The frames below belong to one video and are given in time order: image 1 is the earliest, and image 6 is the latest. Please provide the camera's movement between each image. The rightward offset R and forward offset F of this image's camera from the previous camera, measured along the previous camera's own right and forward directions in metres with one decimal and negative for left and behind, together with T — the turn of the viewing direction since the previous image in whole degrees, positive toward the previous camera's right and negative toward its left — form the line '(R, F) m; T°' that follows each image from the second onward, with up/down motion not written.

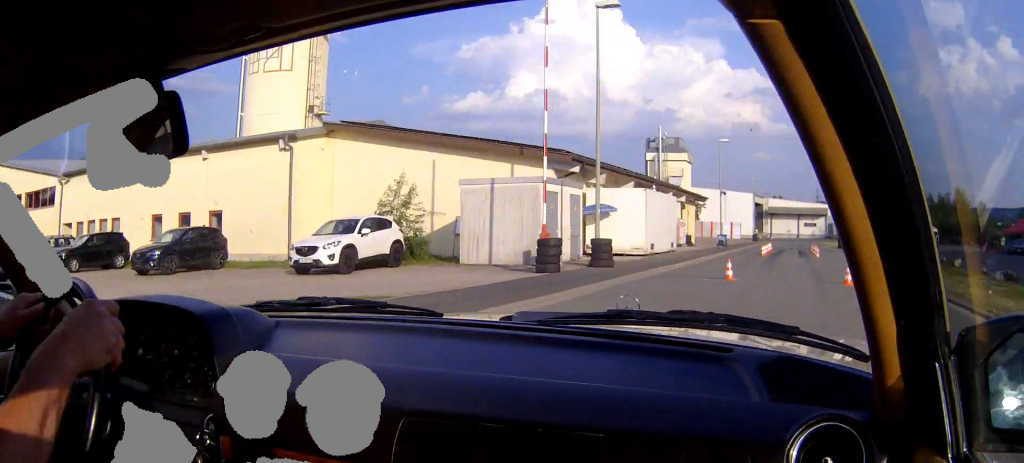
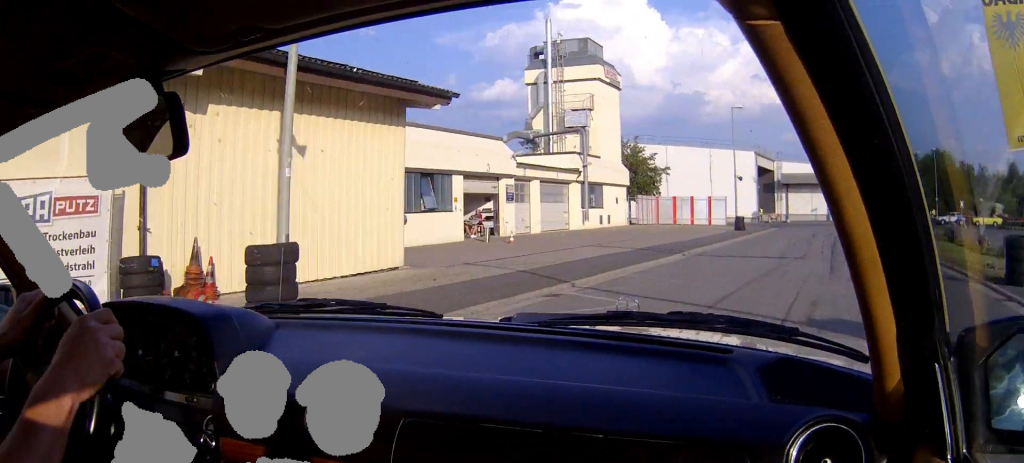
(-0.6, +47.0) m; -1°
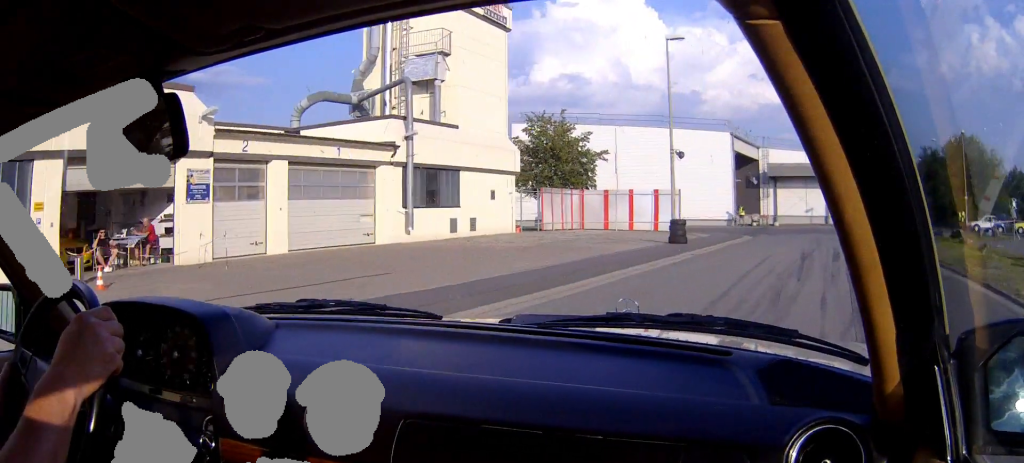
(0.0, +19.1) m; 0°
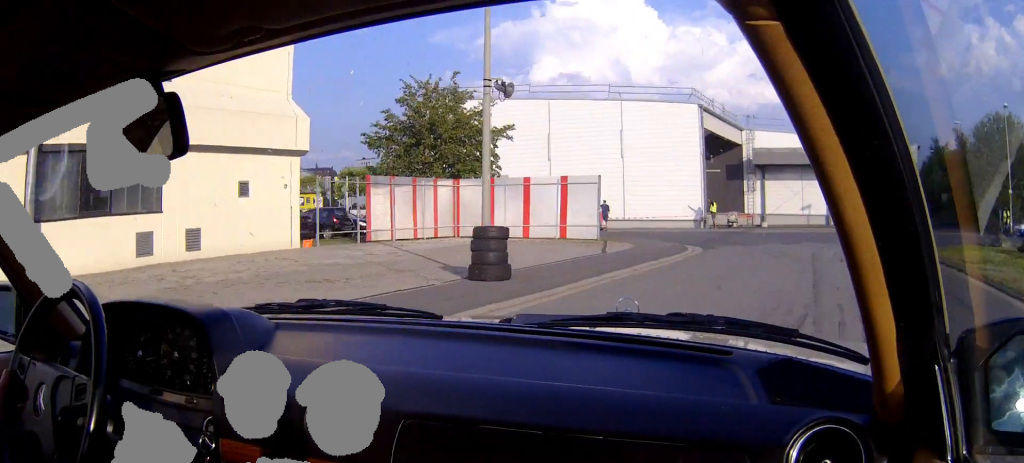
(0.0, +16.1) m; 0°
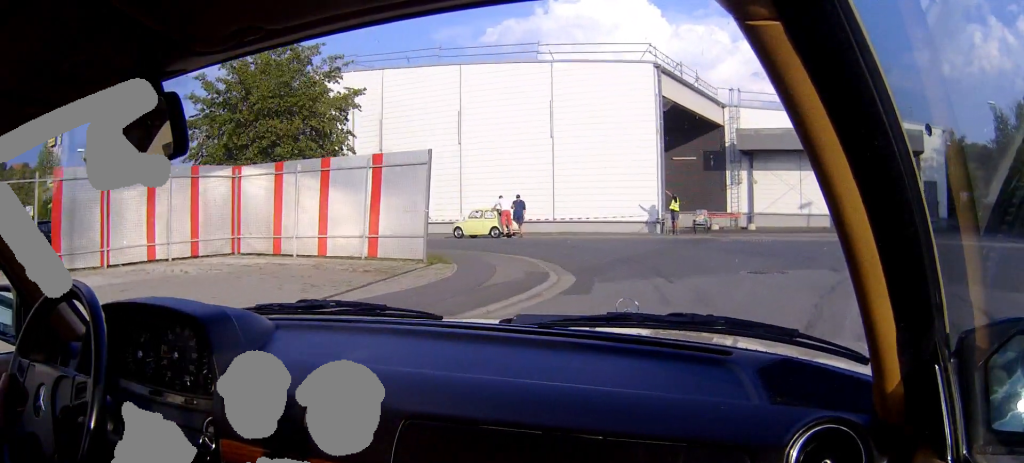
(0.0, +13.2) m; 0°
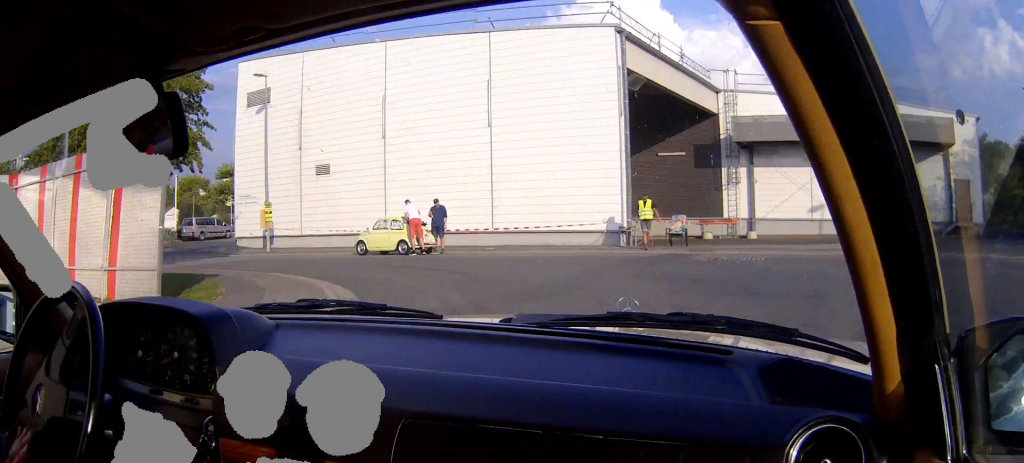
(0.0, +8.3) m; 0°
